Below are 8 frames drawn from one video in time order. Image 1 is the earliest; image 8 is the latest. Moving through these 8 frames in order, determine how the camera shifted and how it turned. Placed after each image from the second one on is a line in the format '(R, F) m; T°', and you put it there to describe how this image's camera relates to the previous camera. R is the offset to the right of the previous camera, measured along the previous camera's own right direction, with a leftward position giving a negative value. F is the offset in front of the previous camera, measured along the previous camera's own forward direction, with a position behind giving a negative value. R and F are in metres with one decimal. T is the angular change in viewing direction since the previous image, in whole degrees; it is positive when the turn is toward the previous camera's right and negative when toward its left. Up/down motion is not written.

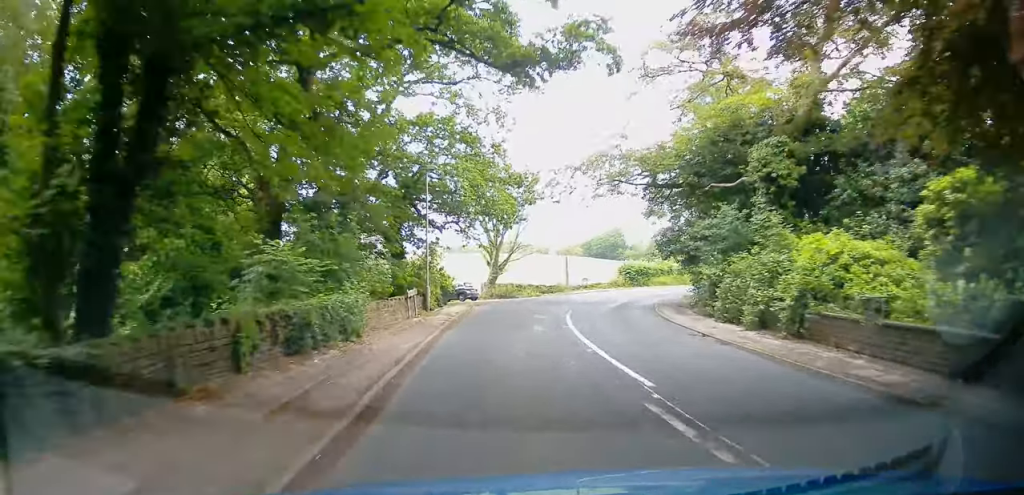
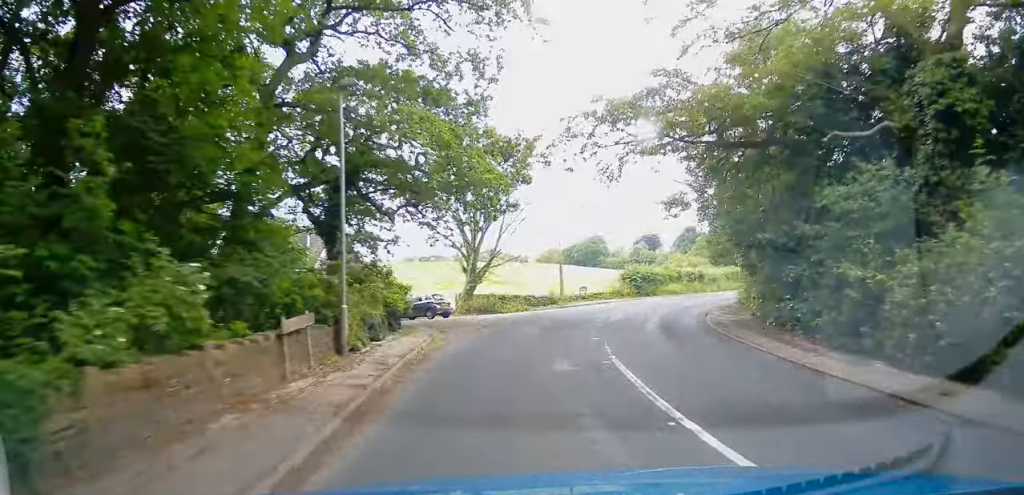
(-0.1, +10.1) m; +1°
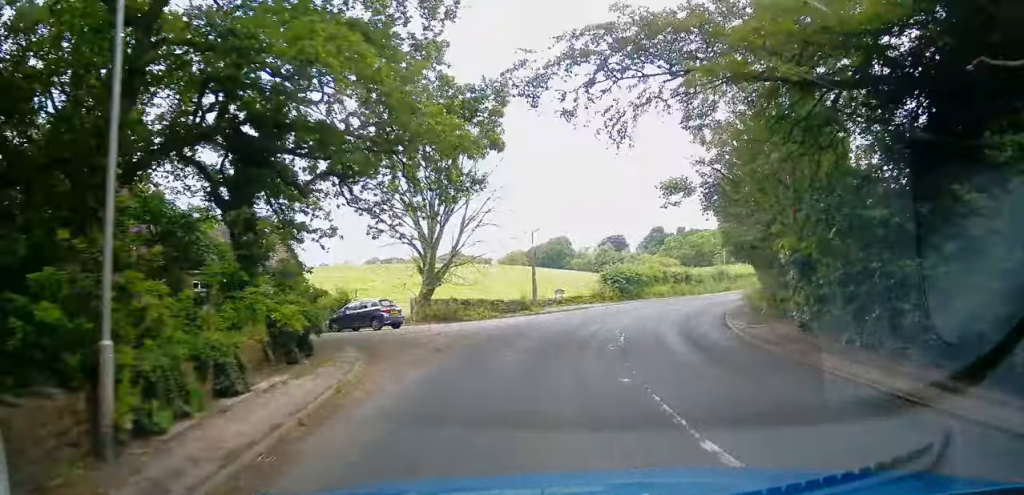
(+0.2, +6.5) m; +3°
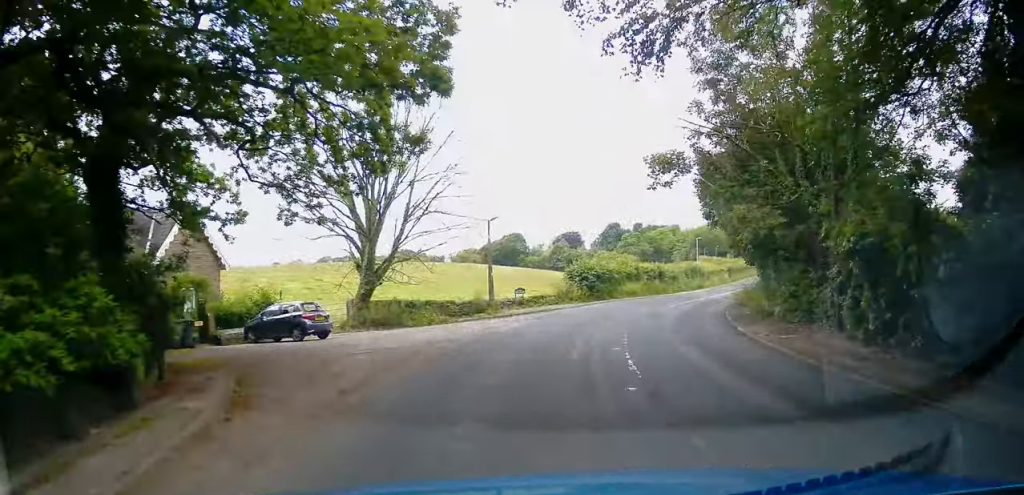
(-0.2, +5.5) m; +3°
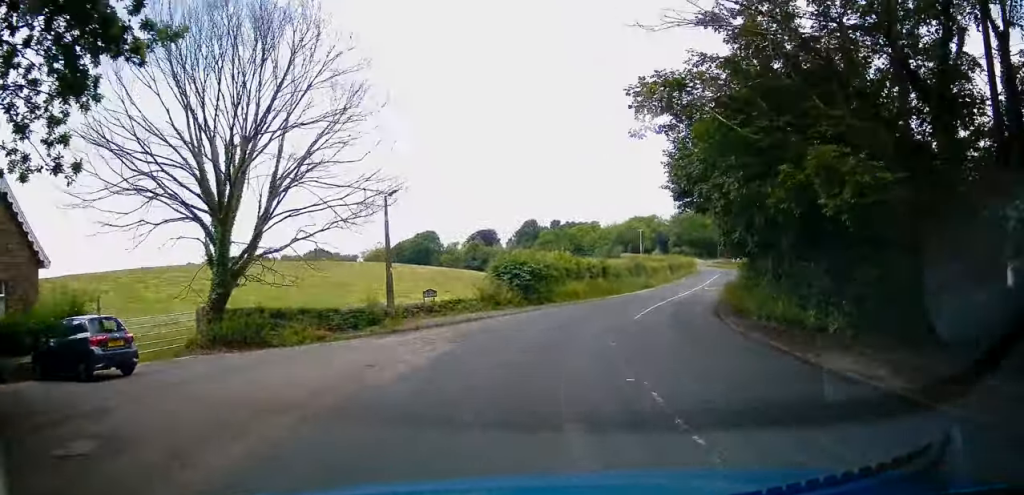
(+0.7, +9.2) m; +7°
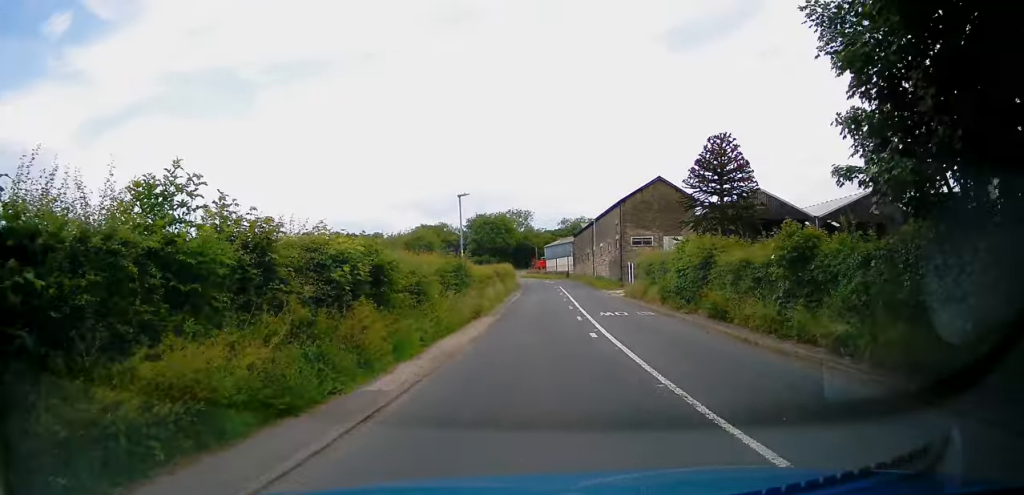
(+5.8, +26.7) m; +23°
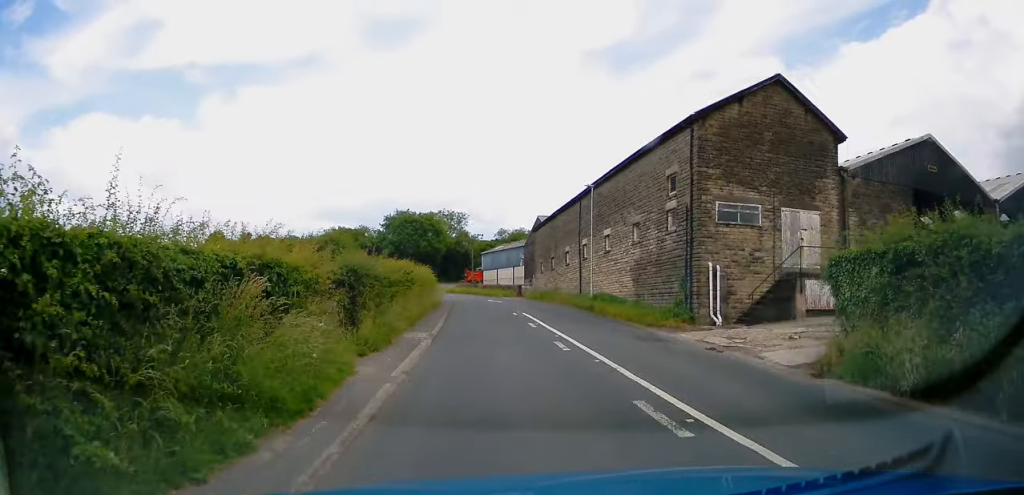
(+2.4, +29.6) m; +6°
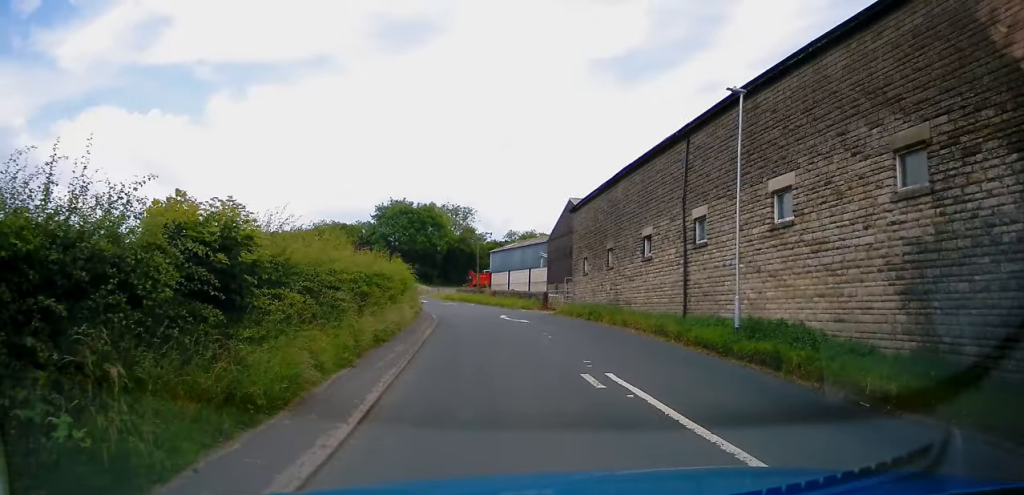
(+0.3, +17.2) m; +1°
